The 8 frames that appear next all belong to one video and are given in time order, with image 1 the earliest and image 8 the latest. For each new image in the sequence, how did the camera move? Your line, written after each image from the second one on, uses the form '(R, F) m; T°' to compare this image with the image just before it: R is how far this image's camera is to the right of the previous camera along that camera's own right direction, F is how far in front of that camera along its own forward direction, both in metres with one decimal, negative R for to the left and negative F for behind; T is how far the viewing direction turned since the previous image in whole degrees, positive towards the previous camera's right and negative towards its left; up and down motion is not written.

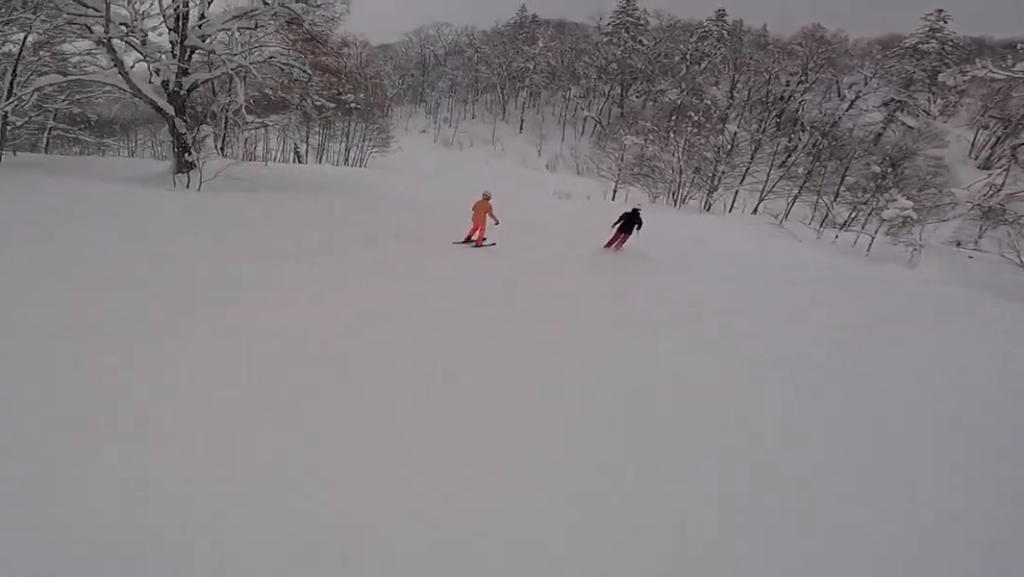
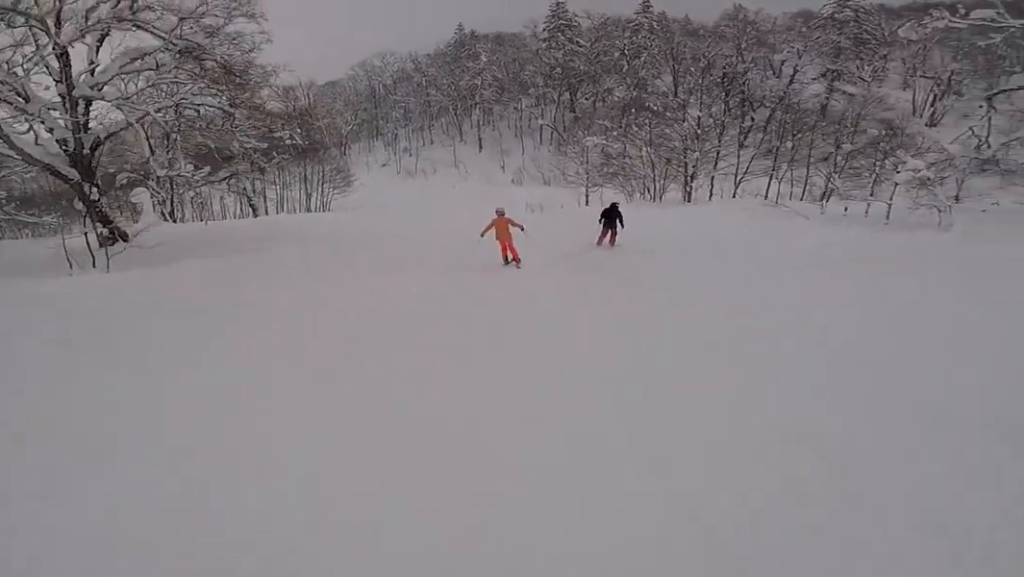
(-0.6, +3.4) m; -7°
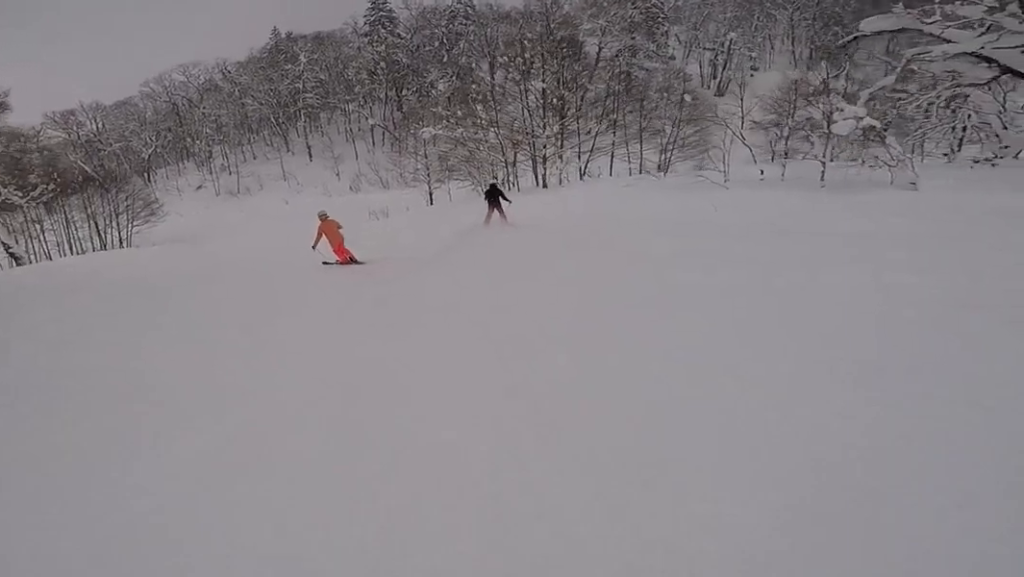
(-0.5, +7.2) m; -6°
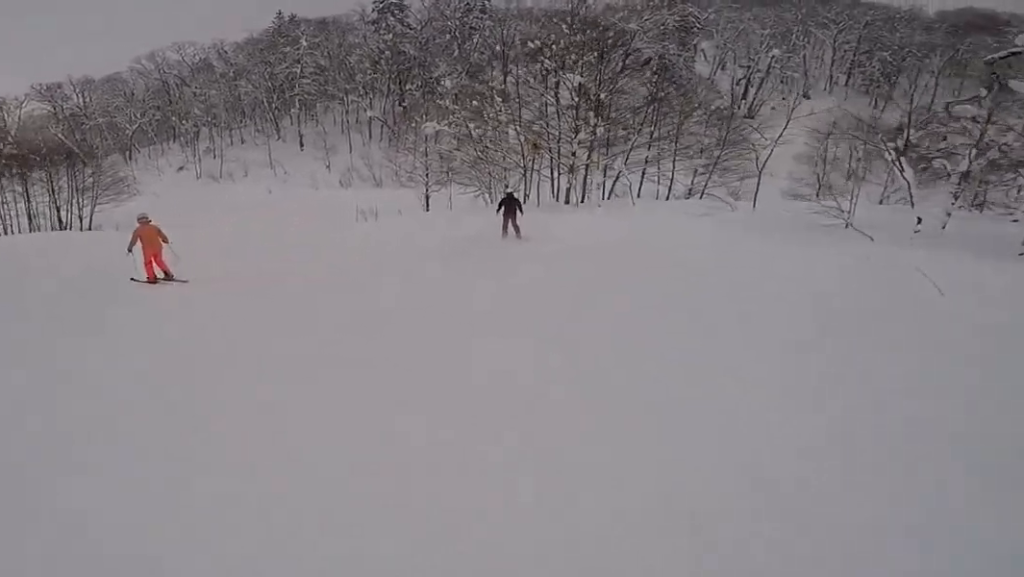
(-0.1, +5.6) m; -1°
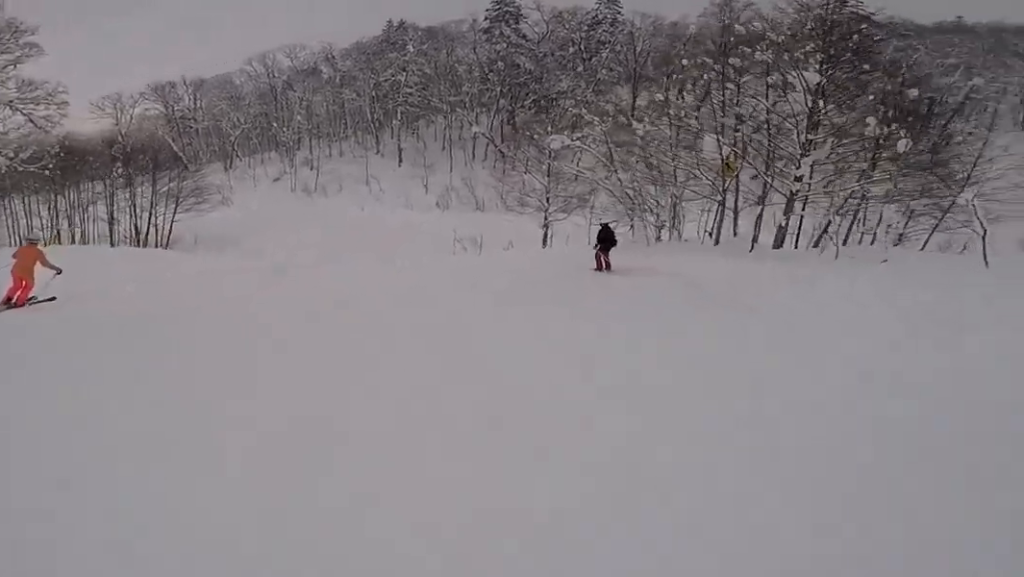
(-0.1, +8.5) m; +3°
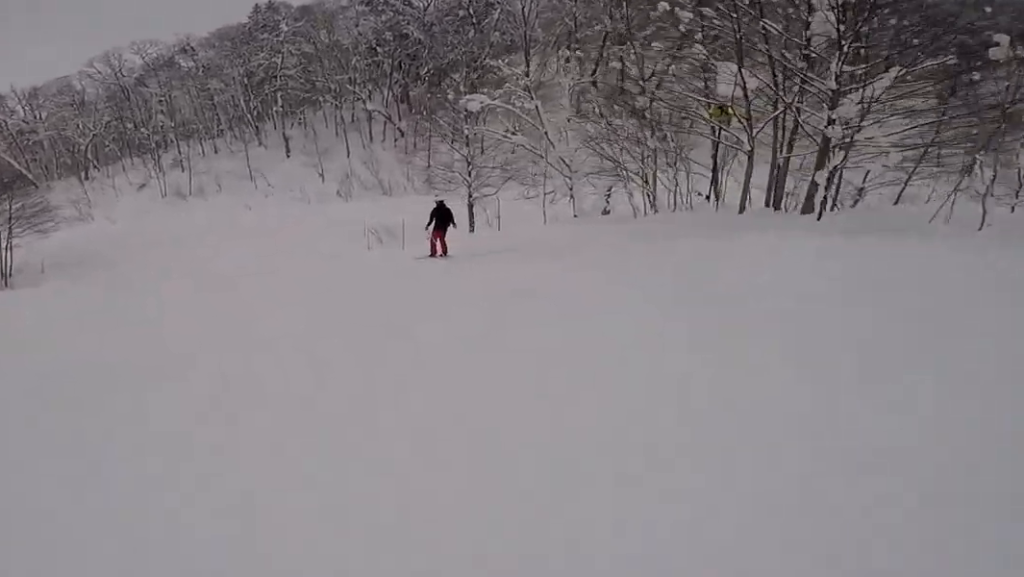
(+0.2, +6.7) m; +4°
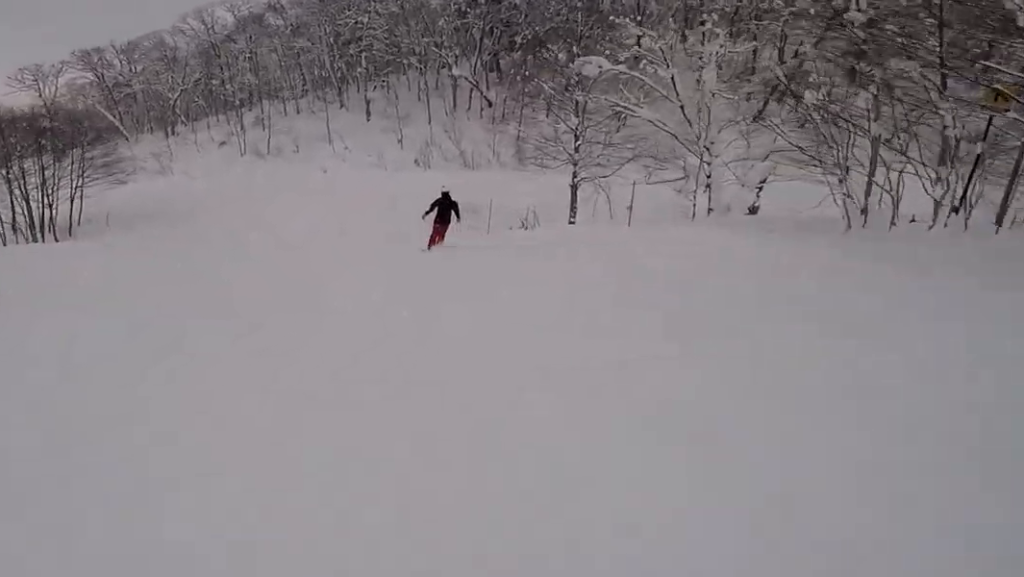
(+0.2, +4.8) m; -6°
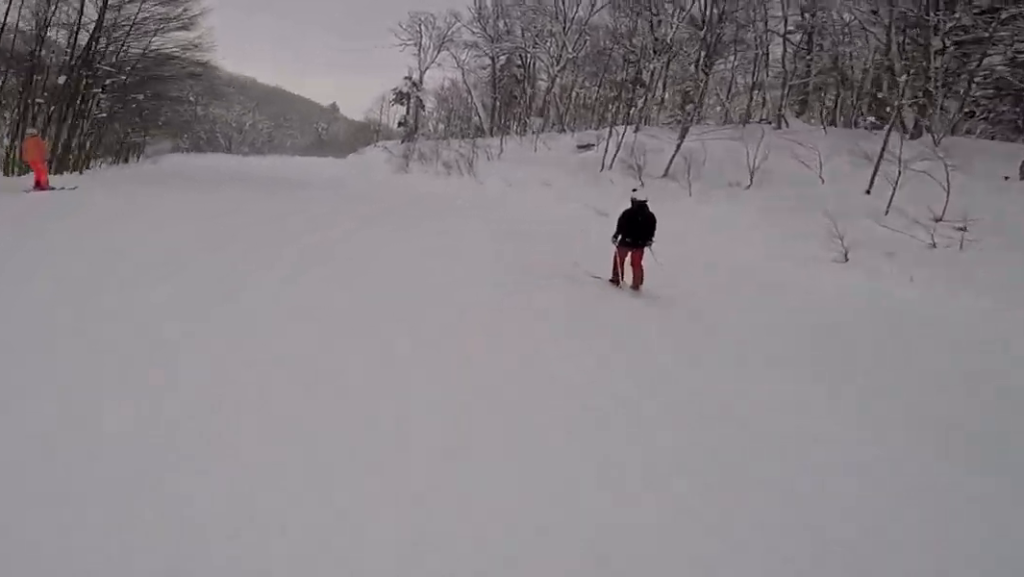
(-9.2, +35.7) m; -40°
